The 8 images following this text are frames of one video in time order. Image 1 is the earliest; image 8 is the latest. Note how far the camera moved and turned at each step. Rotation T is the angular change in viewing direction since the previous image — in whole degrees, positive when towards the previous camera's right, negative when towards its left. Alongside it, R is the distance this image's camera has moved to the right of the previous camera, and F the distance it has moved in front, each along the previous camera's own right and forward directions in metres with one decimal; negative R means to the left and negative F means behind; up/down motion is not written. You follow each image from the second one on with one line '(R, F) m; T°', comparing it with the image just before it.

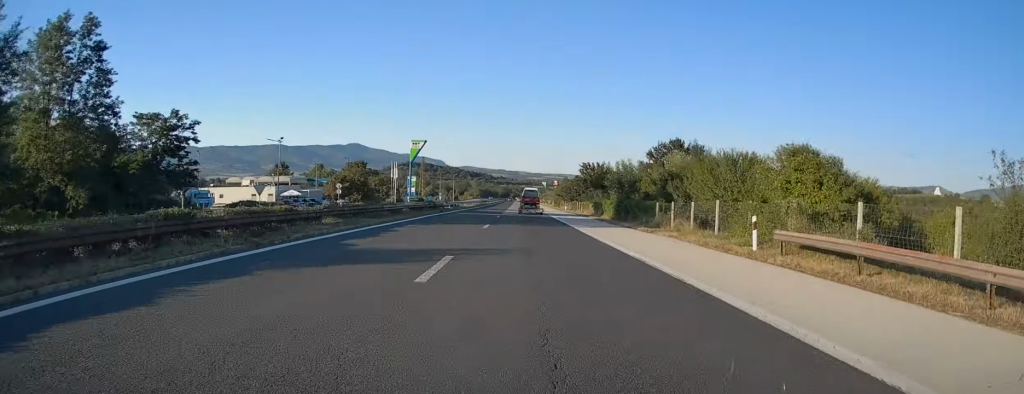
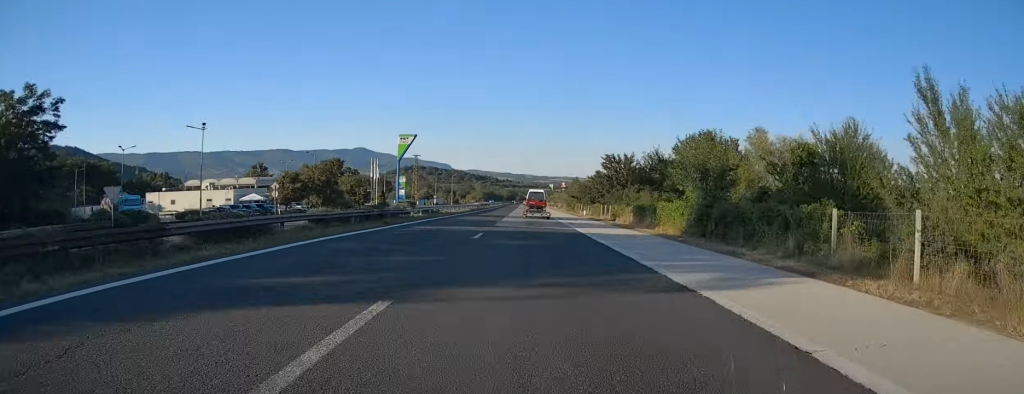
(-0.2, +21.6) m; 0°
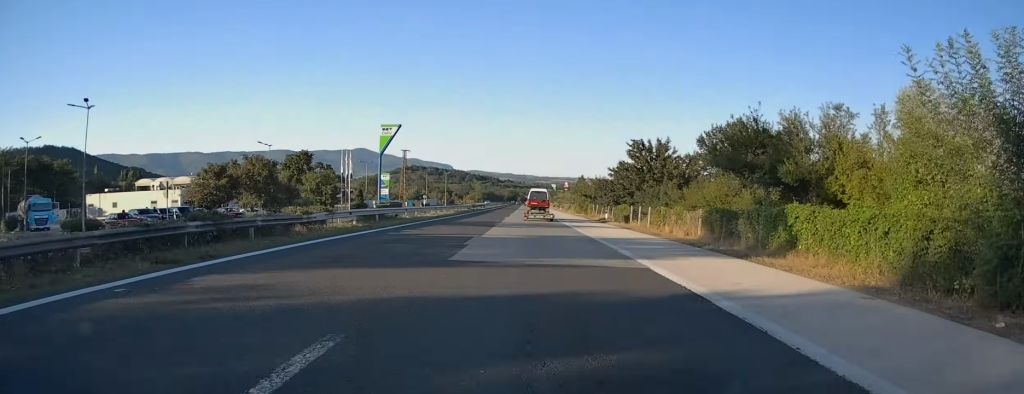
(-0.1, +17.9) m; 0°
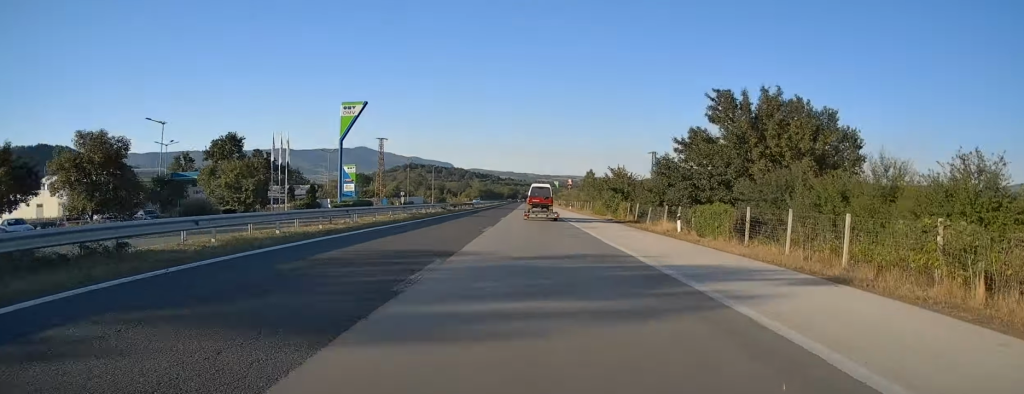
(+0.1, +25.1) m; 0°
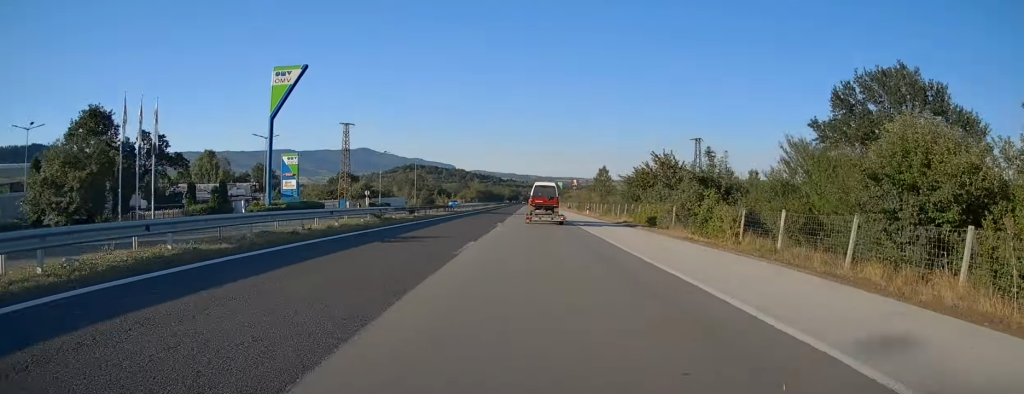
(0.0, +26.1) m; 0°
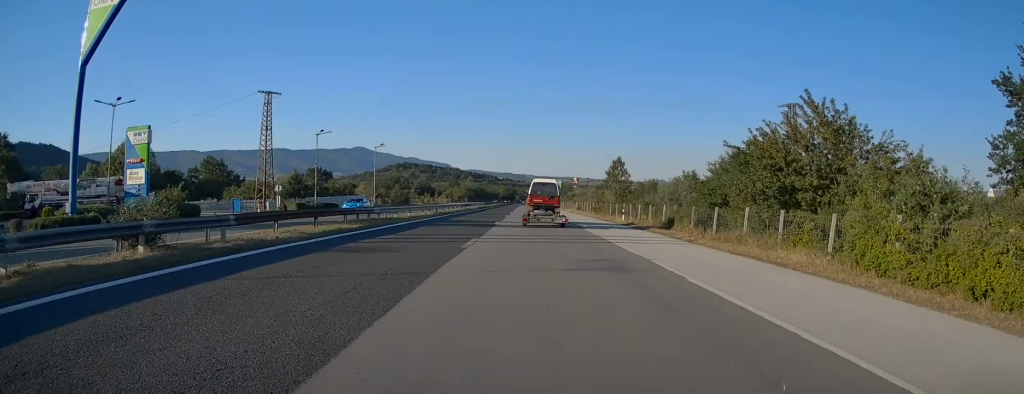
(-0.2, +30.1) m; 0°
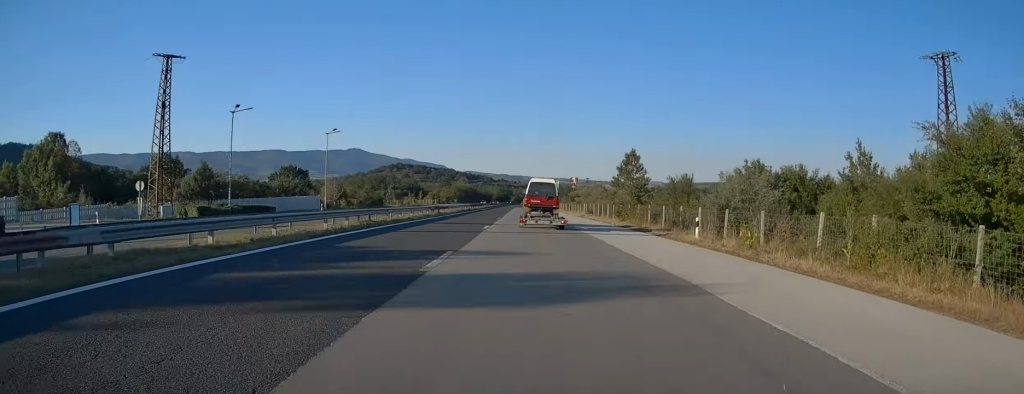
(0.0, +21.2) m; 0°
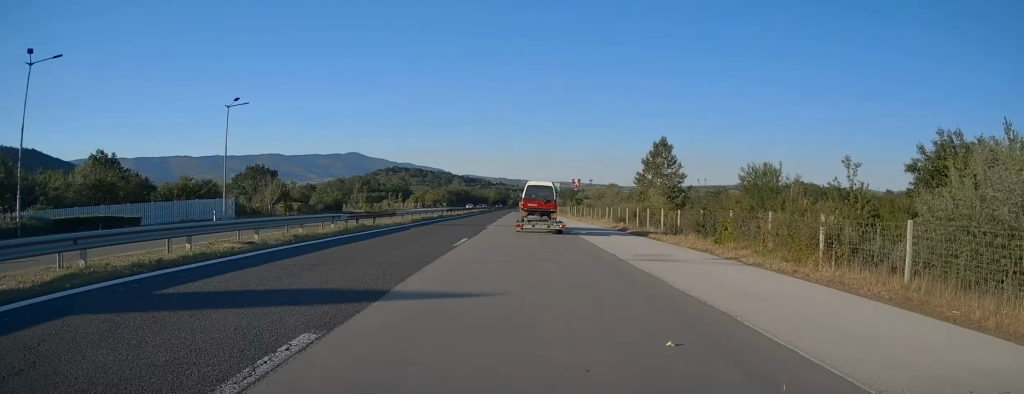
(+0.2, +24.8) m; 0°
